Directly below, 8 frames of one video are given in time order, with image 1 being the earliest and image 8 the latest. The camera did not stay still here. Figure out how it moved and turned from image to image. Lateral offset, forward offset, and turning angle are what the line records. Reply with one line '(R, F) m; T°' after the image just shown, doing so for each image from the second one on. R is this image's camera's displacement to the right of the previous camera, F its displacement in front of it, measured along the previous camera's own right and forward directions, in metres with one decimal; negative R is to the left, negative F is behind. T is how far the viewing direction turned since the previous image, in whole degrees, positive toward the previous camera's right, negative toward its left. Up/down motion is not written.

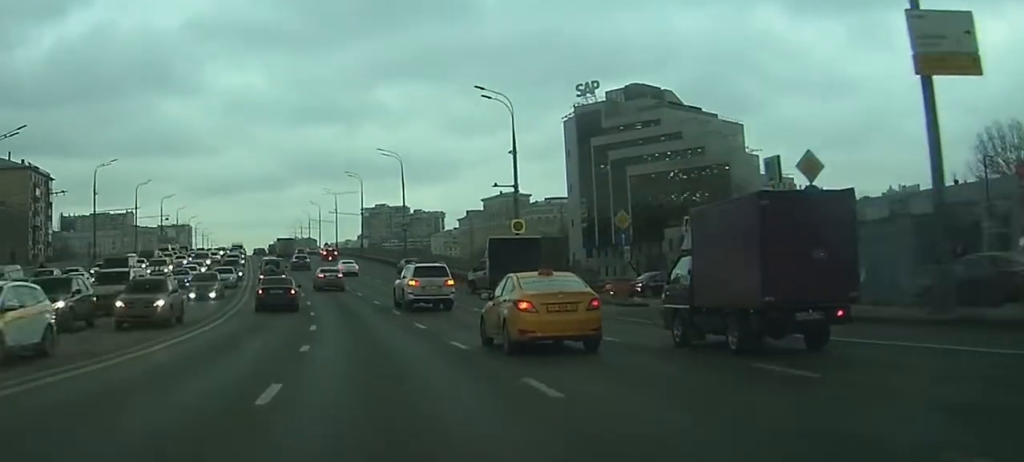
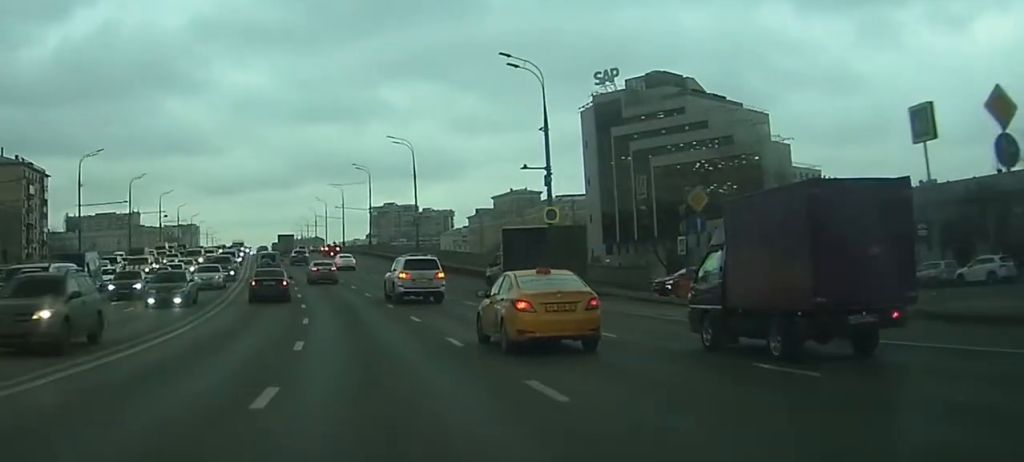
(0.0, +8.3) m; 0°
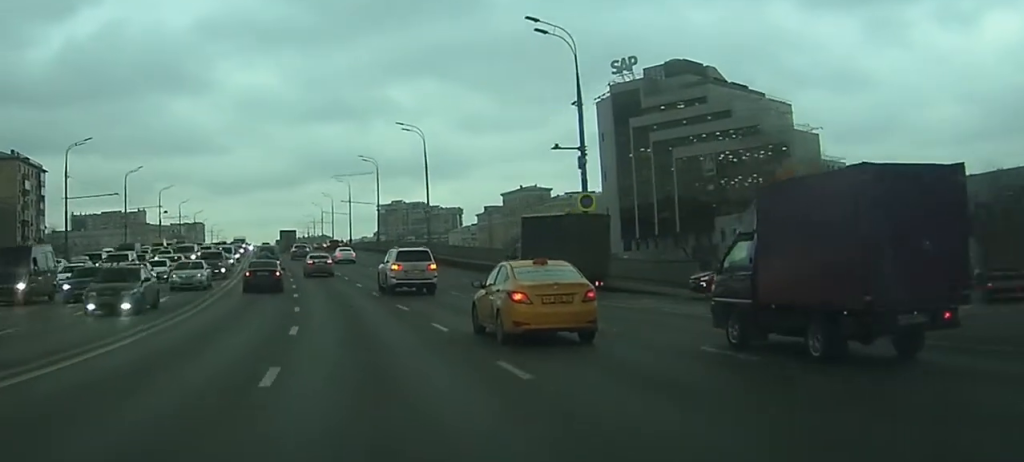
(0.0, +6.6) m; 0°
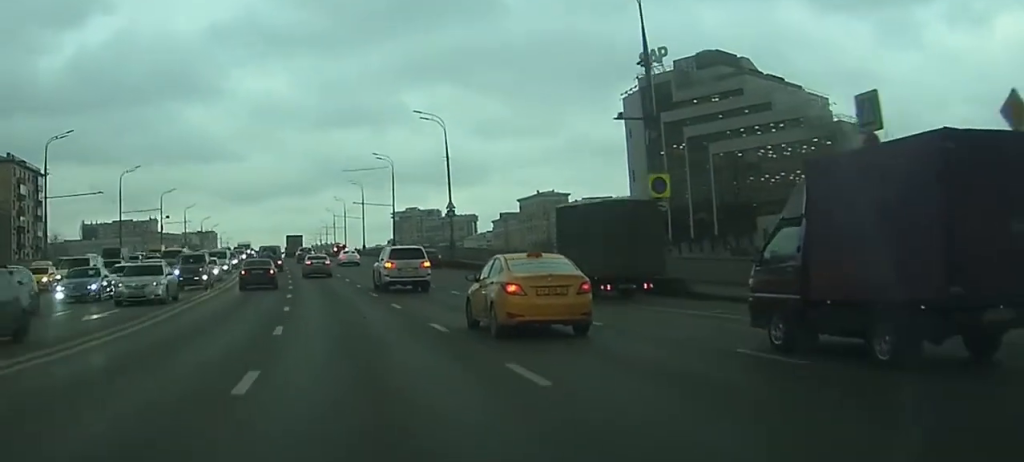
(0.0, +9.4) m; 0°
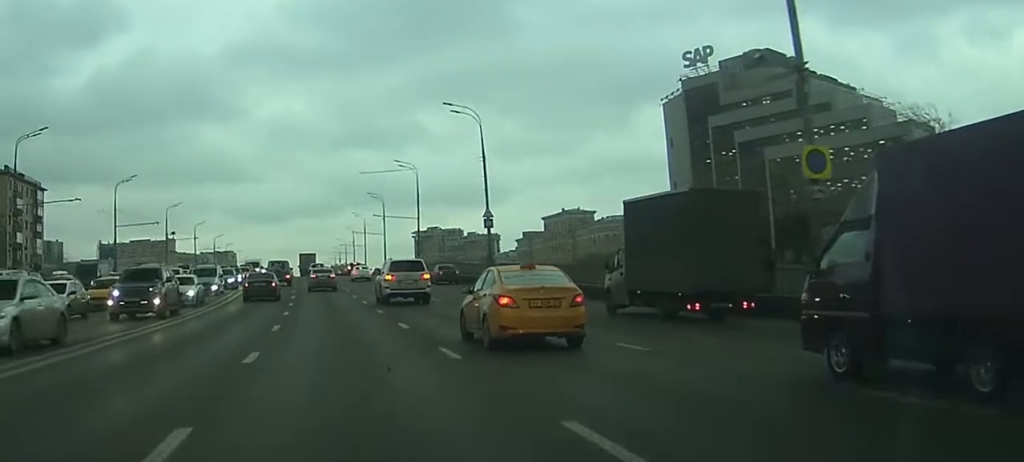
(0.0, +11.5) m; -1°
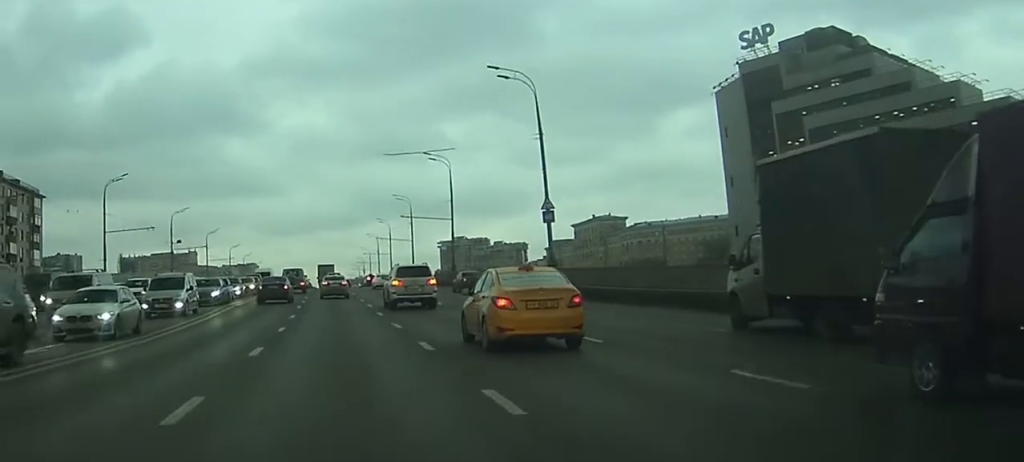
(-0.2, +13.6) m; -2°
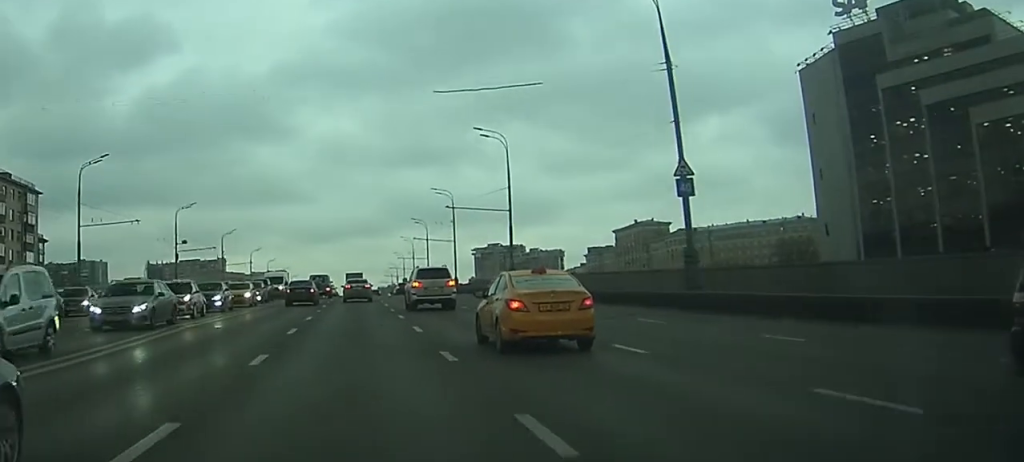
(-0.5, +17.8) m; -3°
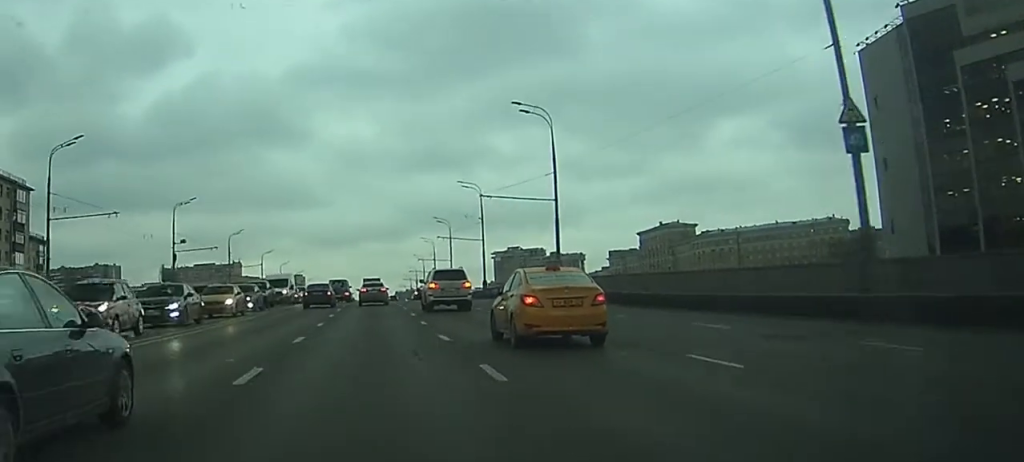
(-0.1, +11.3) m; -1°
